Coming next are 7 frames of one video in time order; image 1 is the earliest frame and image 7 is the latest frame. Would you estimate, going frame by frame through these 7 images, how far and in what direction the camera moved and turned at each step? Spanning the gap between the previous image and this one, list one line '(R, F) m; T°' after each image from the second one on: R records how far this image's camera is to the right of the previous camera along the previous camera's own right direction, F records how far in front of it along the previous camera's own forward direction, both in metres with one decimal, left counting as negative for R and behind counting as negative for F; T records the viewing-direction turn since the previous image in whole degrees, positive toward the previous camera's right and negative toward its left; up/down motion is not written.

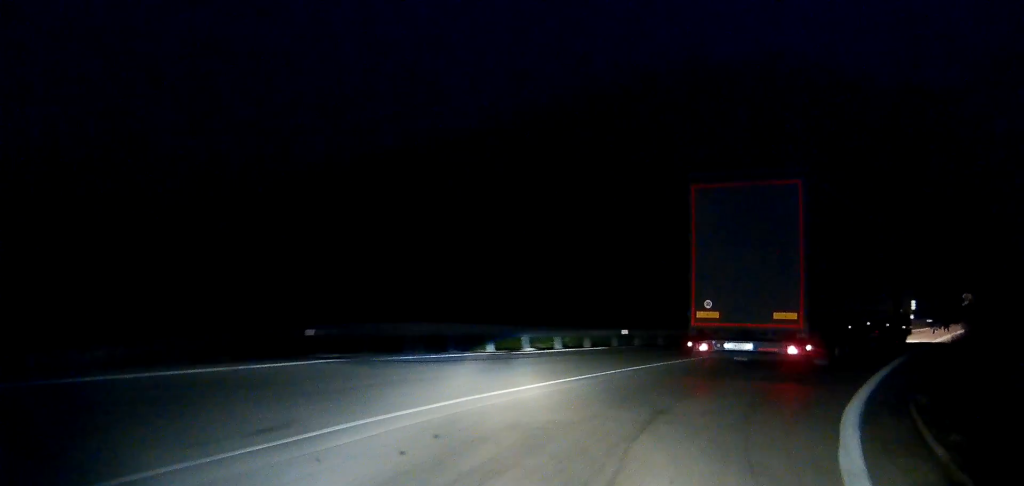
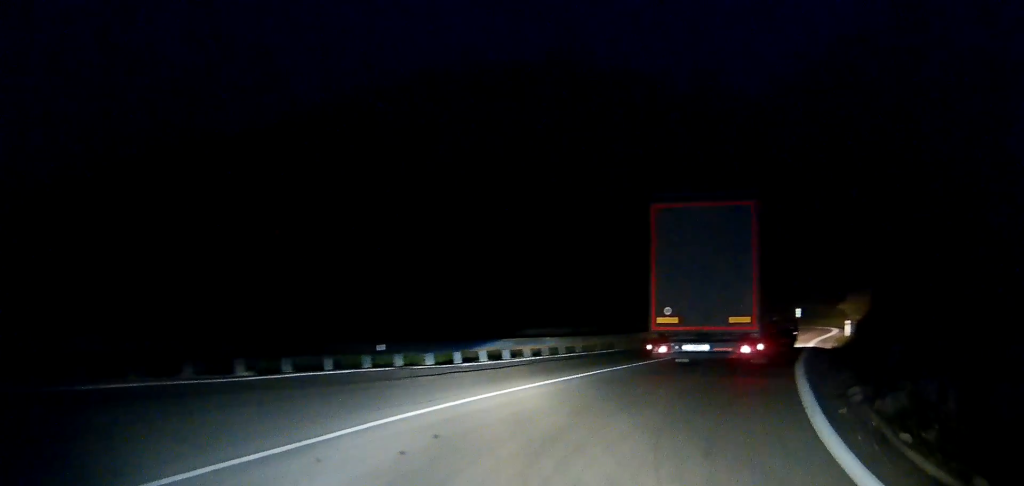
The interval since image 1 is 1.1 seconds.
(+0.8, +6.3) m; +19°
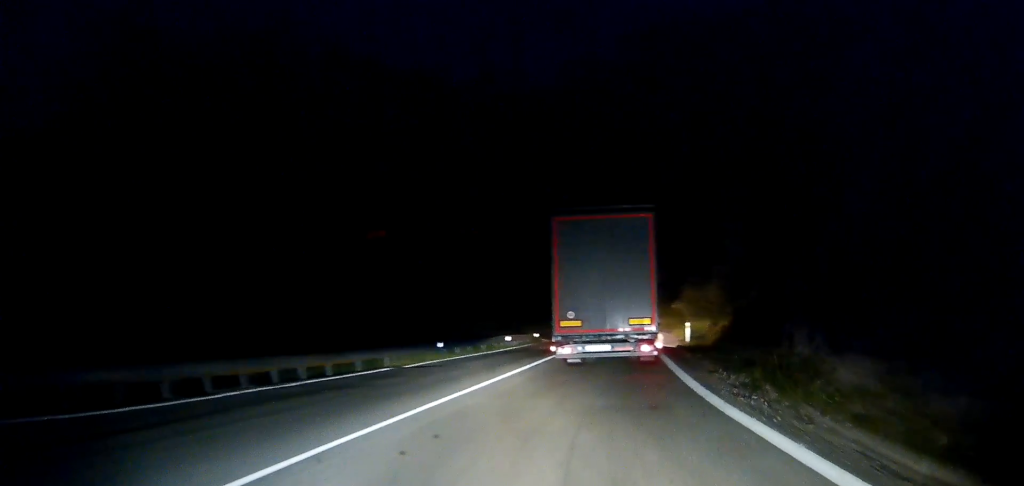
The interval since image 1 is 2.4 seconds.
(+1.7, +8.0) m; +15°
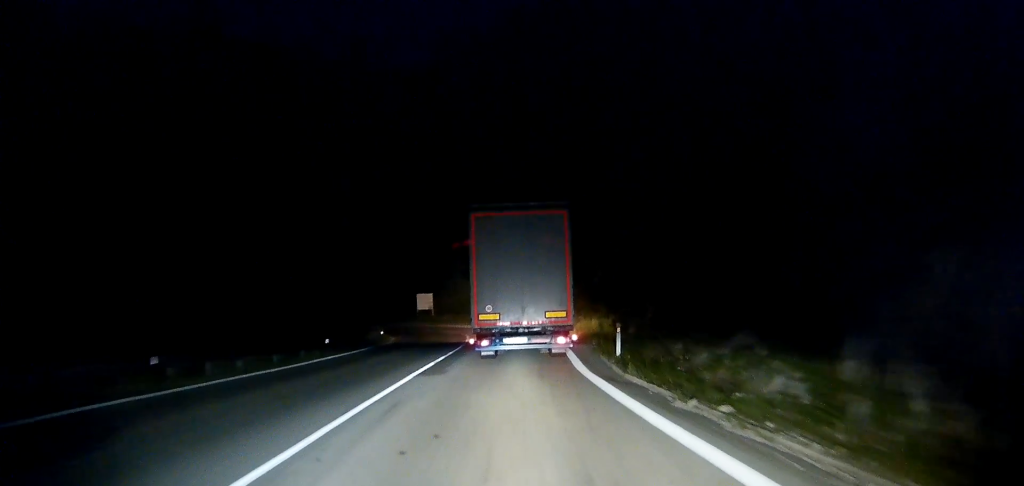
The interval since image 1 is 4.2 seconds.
(+0.1, +12.5) m; +4°
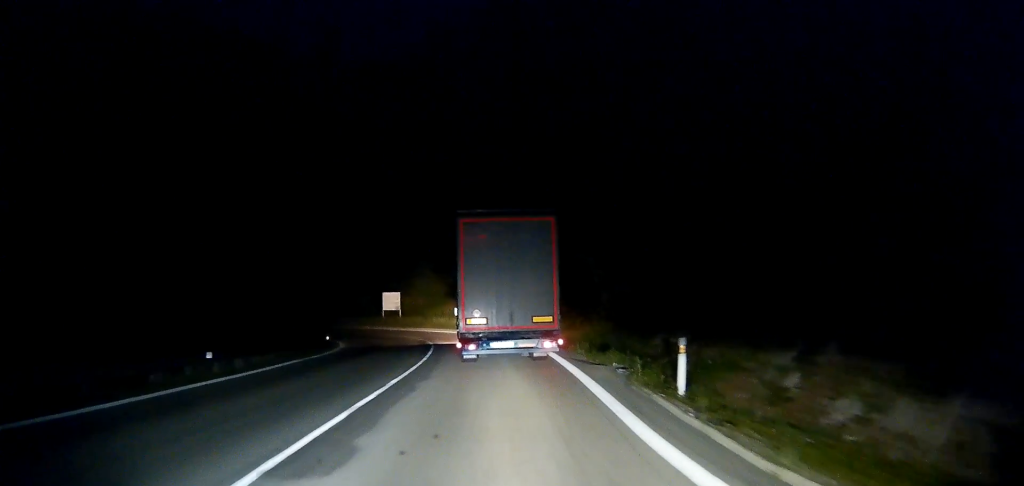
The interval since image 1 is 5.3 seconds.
(+0.4, +8.9) m; +6°
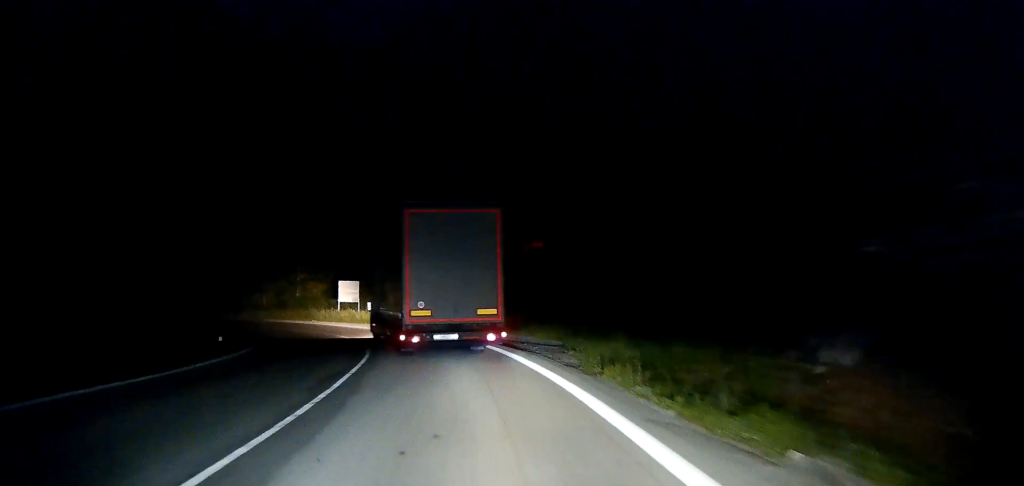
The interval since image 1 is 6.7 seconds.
(+0.9, +12.5) m; +6°
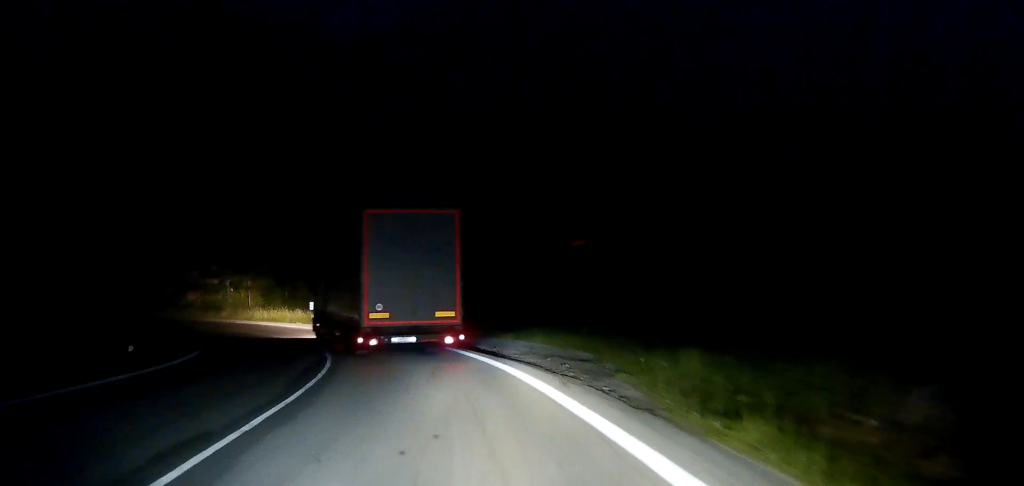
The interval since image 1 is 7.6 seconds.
(+0.2, +7.4) m; 0°
